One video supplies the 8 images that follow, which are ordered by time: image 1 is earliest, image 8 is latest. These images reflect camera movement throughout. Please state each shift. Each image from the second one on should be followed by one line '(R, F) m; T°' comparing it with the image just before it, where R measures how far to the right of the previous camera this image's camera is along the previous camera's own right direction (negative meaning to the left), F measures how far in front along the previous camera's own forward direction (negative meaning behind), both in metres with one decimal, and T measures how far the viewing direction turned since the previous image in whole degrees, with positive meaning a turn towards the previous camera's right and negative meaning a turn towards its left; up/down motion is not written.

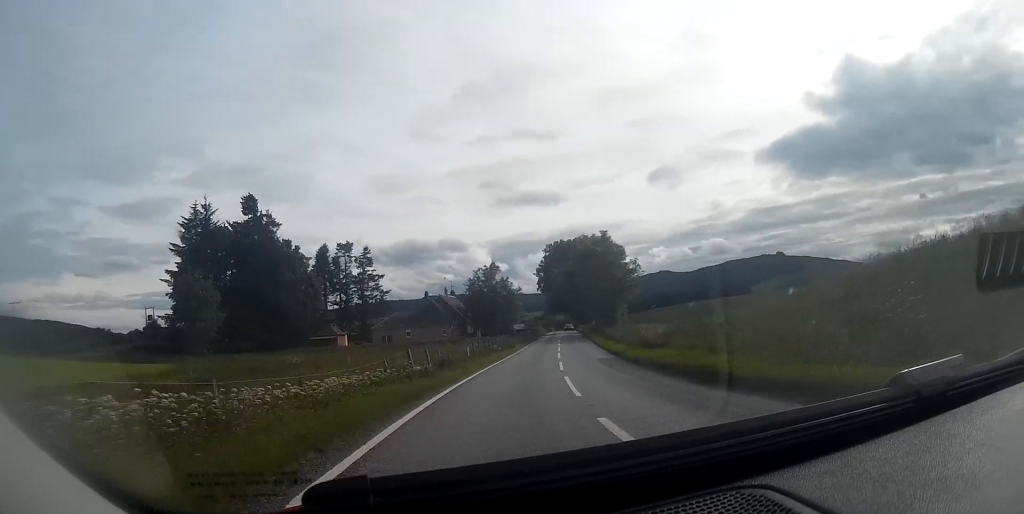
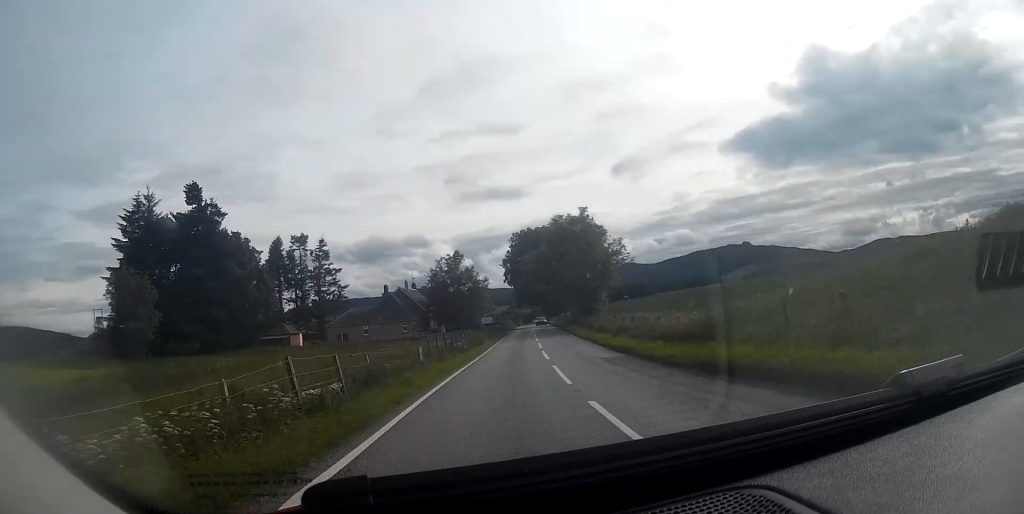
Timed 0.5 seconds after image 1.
(+0.2, +8.3) m; +3°
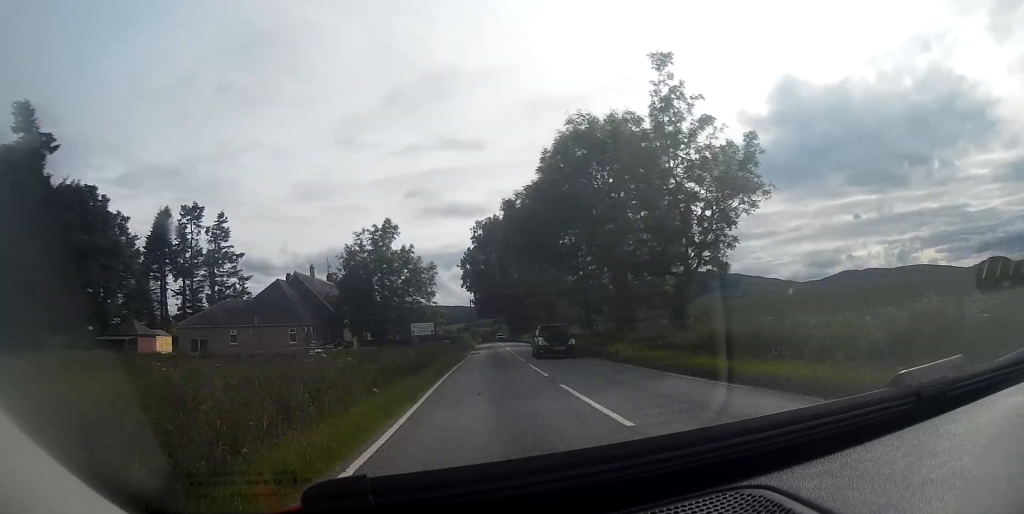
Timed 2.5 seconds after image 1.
(+2.7, +33.3) m; +7°
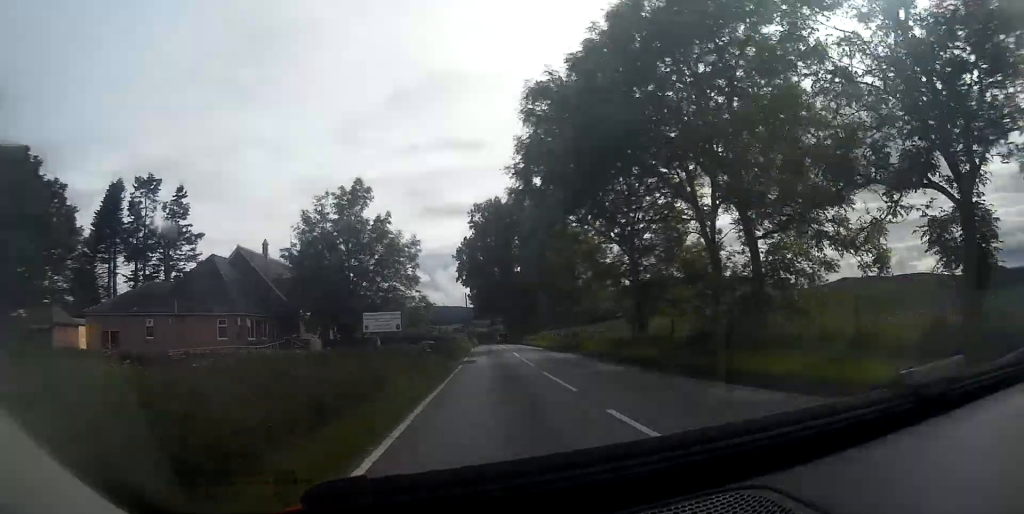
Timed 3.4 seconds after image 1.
(+0.1, +13.8) m; +1°
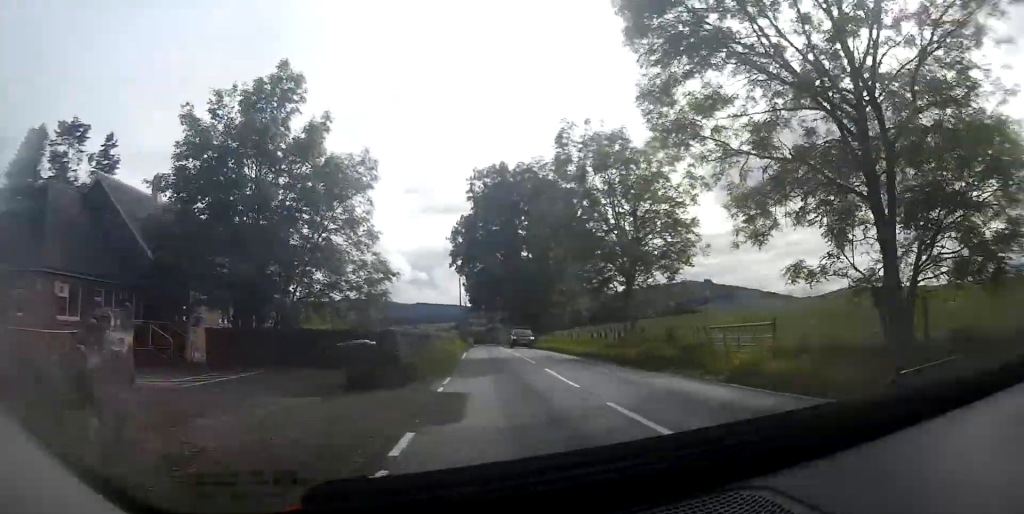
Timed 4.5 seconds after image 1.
(+0.3, +18.0) m; +1°
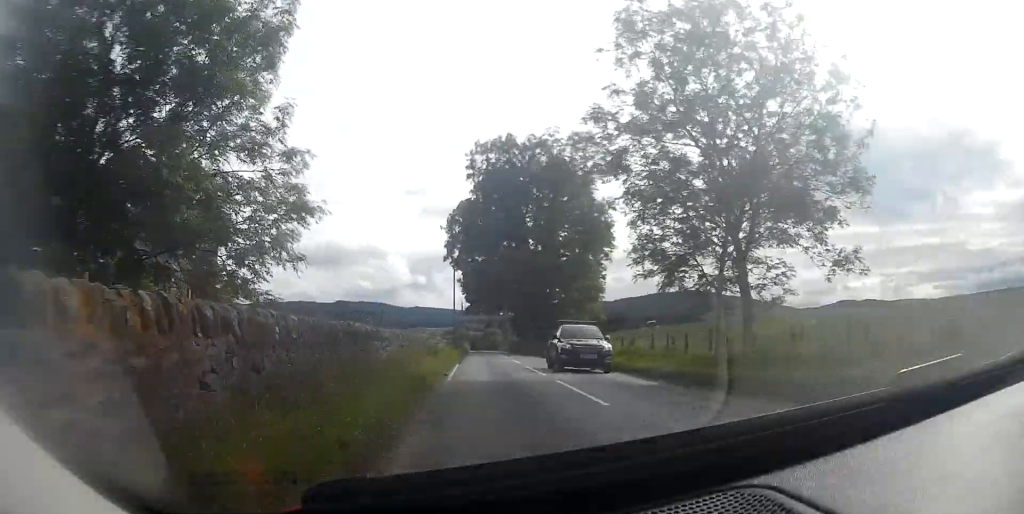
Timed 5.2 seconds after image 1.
(0.0, +12.0) m; 0°
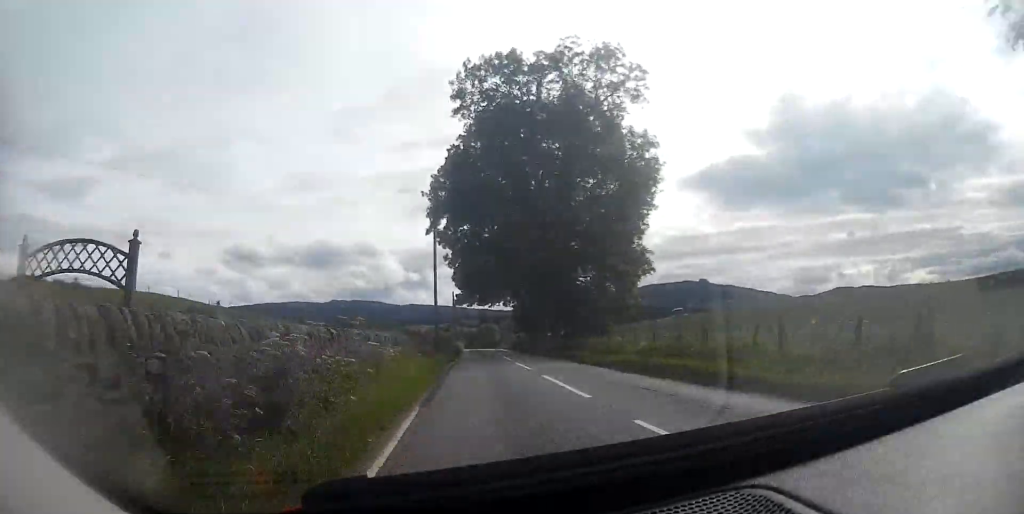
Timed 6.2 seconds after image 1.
(-0.2, +16.9) m; -1°
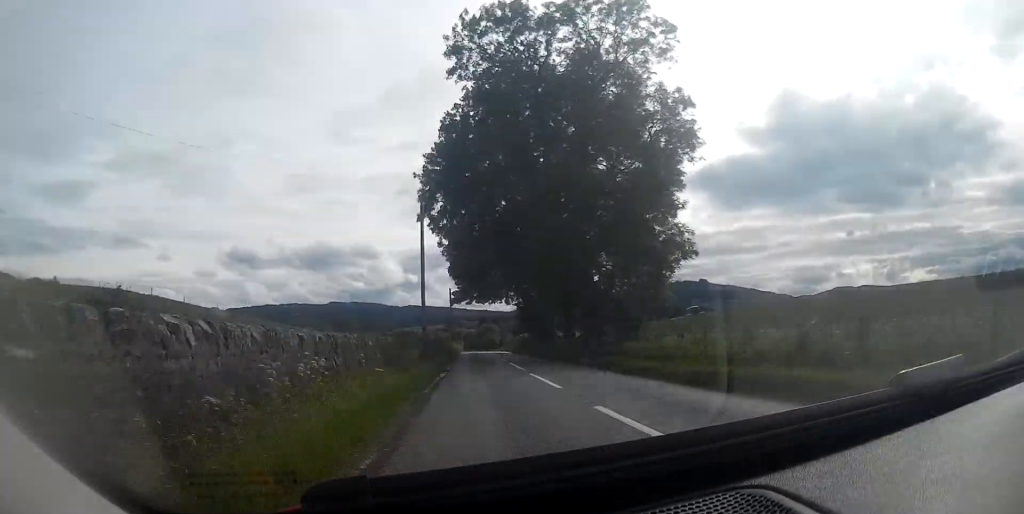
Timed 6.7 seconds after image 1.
(0.0, +7.1) m; 0°
